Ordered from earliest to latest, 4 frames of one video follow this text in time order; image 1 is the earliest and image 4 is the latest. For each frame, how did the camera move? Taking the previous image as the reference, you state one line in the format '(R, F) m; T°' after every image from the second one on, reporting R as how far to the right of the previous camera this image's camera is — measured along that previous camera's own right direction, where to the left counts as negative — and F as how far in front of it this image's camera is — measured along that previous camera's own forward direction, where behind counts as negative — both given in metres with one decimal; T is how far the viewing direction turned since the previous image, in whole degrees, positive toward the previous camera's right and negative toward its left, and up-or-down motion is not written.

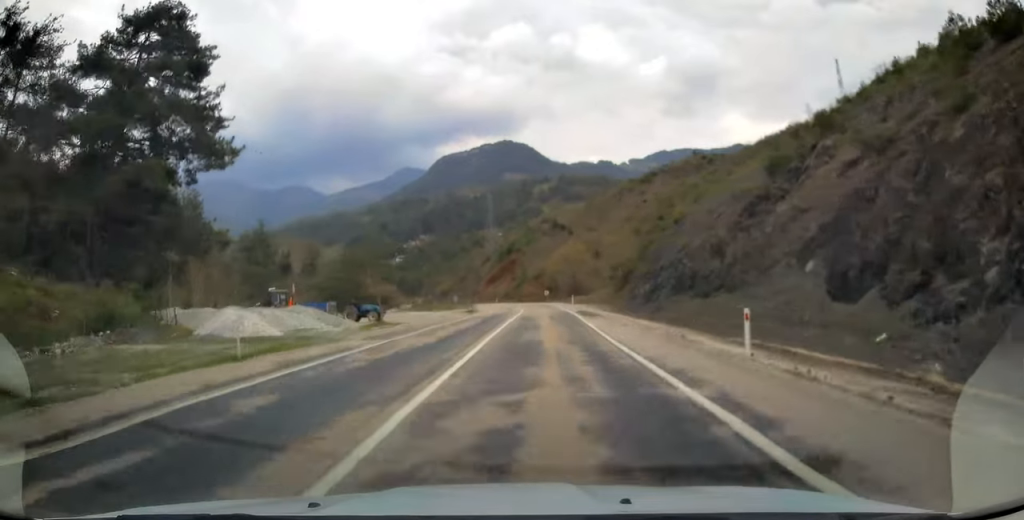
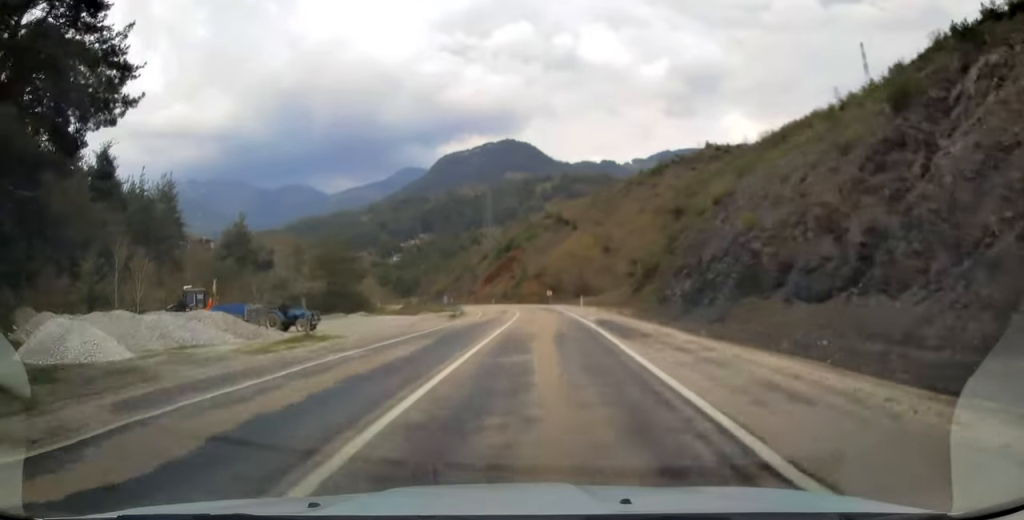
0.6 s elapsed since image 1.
(0.0, +14.1) m; 0°
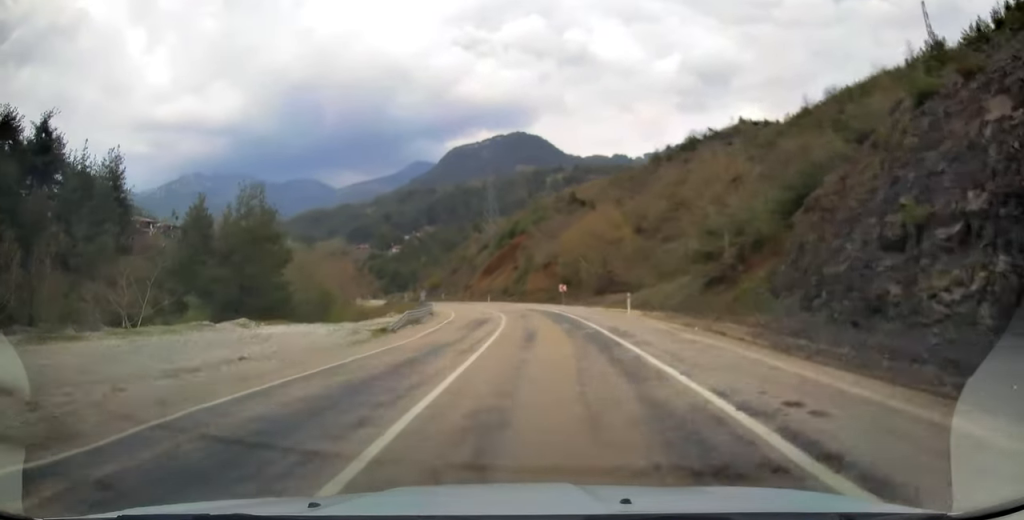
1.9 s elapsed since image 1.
(-0.2, +27.1) m; -2°
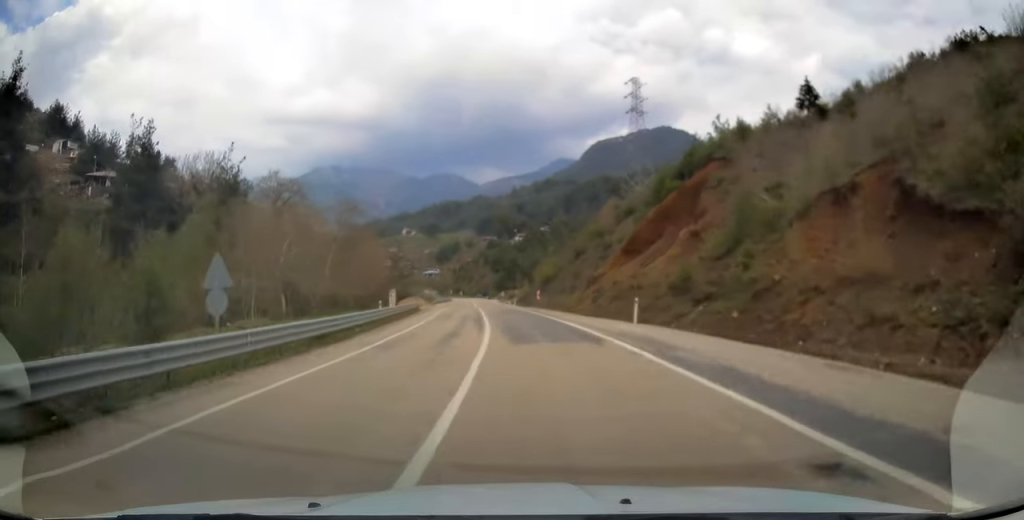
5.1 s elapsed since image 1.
(-6.5, +68.1) m; -13°
